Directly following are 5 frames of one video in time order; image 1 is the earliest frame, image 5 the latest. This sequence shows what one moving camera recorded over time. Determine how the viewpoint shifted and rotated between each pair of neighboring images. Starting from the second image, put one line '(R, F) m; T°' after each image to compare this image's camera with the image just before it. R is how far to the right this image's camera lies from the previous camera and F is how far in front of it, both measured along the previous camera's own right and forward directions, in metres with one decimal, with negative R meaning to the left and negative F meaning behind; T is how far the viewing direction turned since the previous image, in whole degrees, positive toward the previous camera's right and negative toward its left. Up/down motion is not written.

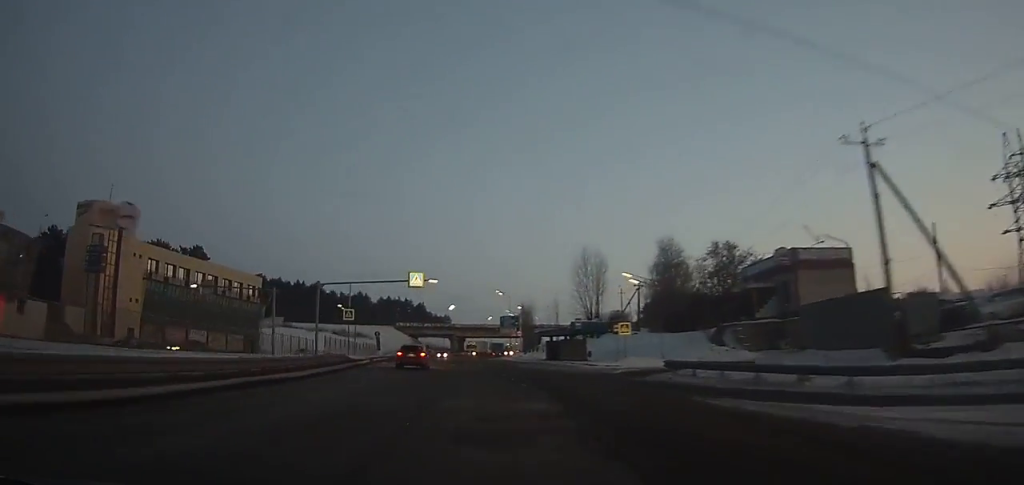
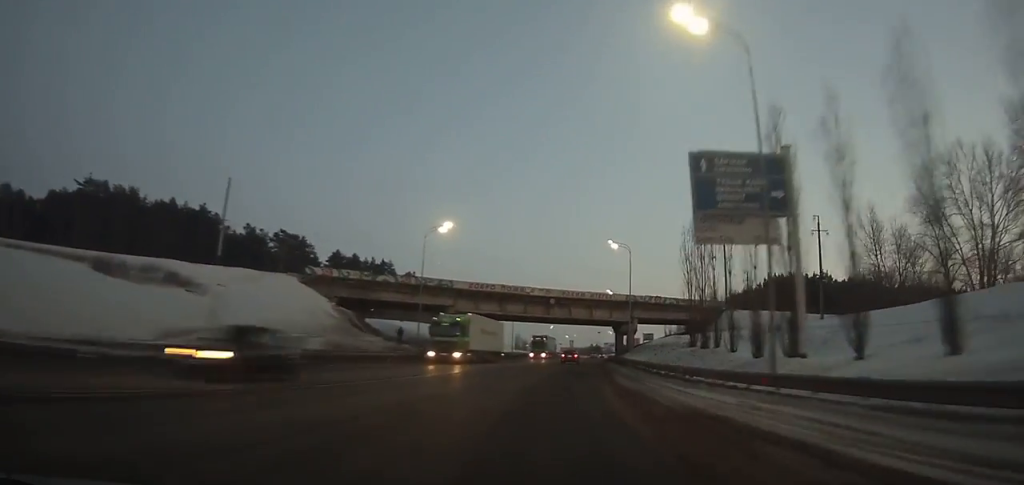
(-1.1, +95.5) m; +6°
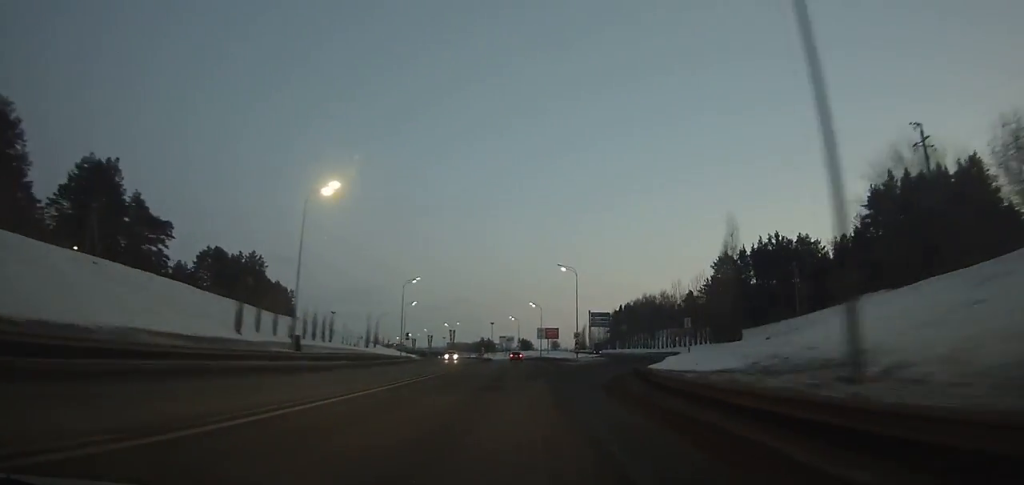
(+7.6, +97.5) m; +6°
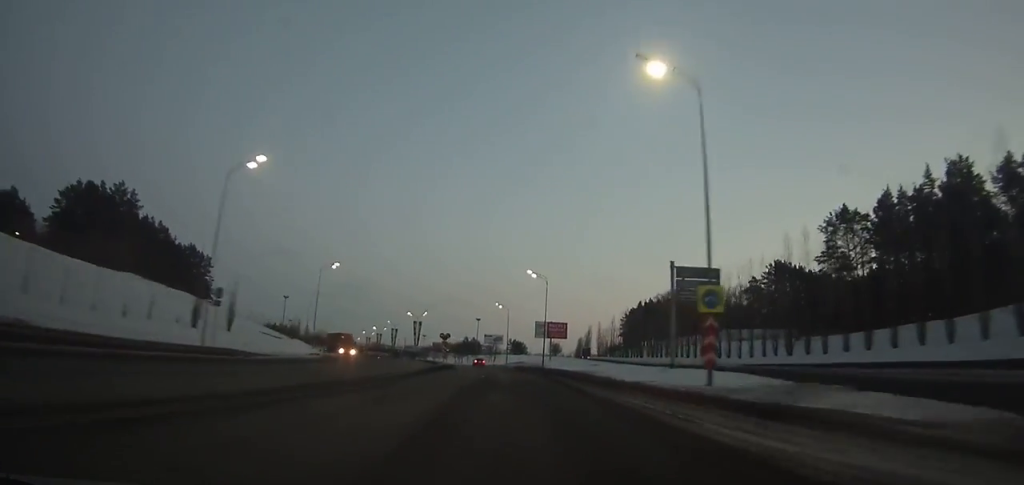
(+0.4, +55.4) m; -1°
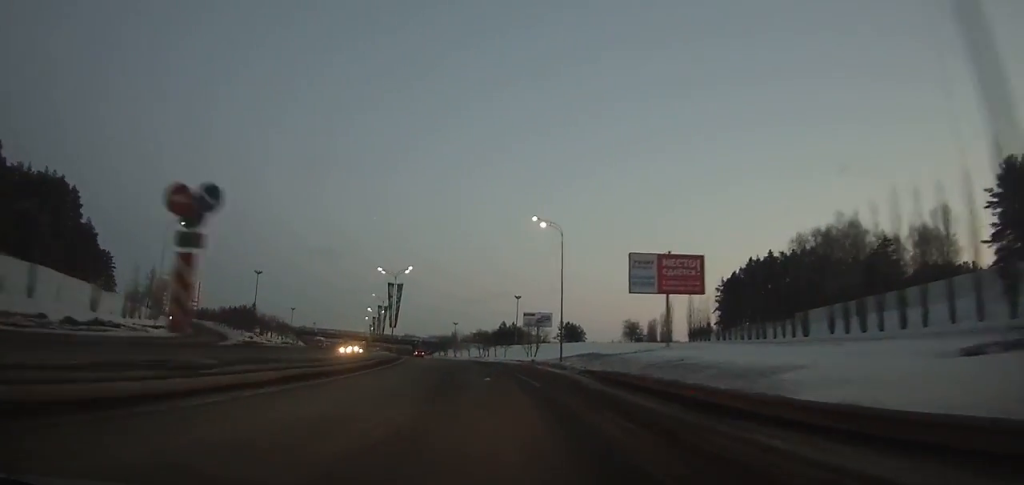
(-2.8, +66.8) m; -7°
